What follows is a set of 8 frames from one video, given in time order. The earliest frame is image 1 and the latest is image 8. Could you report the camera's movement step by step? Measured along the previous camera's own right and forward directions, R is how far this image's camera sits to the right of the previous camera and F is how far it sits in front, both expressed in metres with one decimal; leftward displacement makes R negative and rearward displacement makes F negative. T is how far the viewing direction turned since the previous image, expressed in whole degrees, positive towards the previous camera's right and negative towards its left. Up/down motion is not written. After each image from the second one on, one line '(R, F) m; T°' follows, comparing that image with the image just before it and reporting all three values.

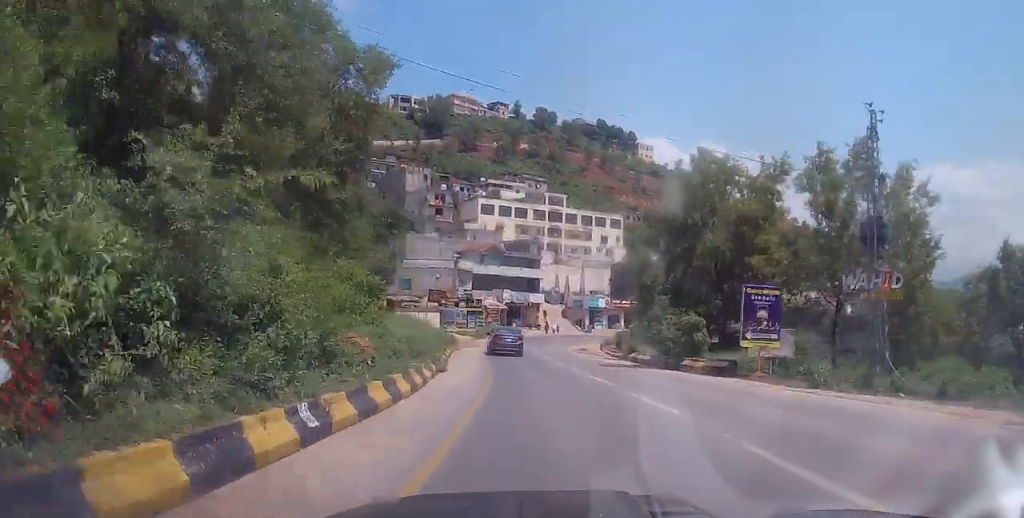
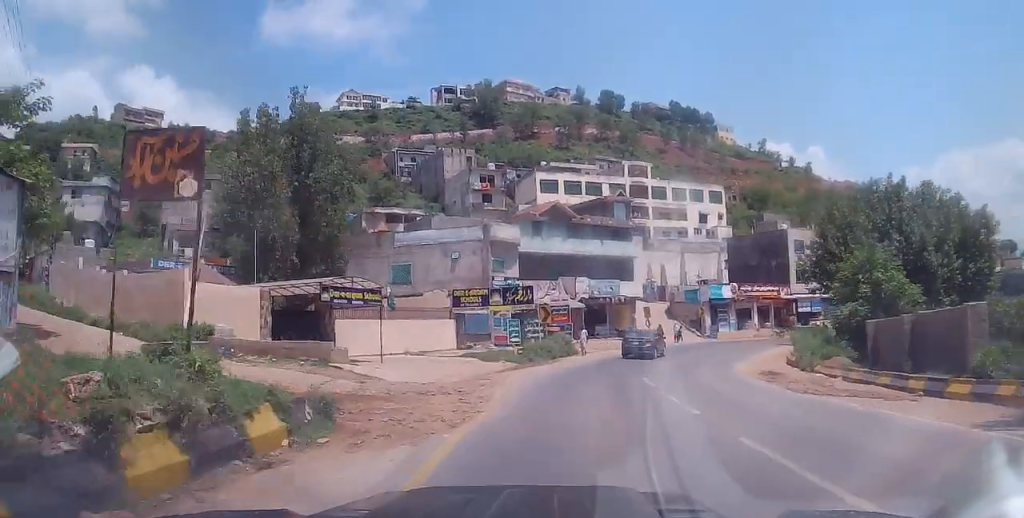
(-1.5, +32.7) m; -5°
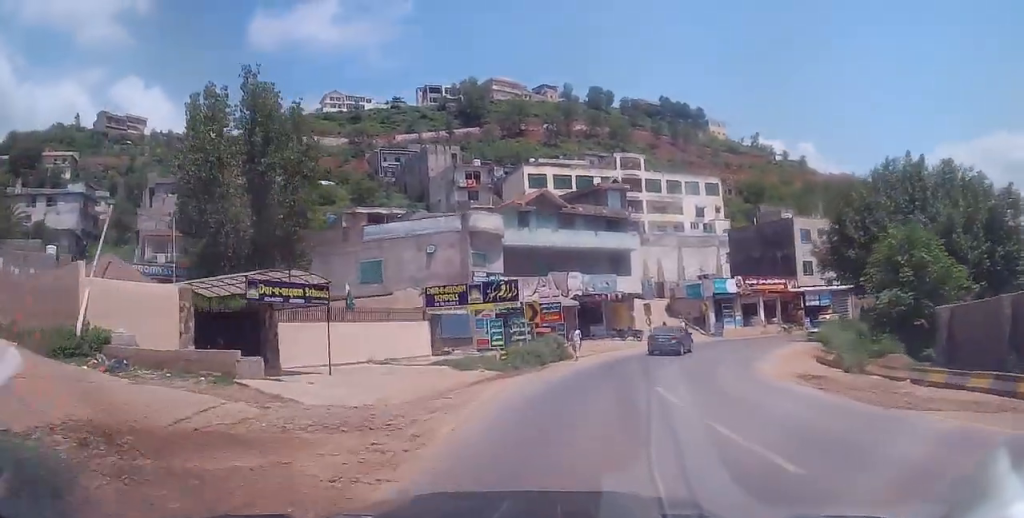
(-0.2, +4.8) m; +1°
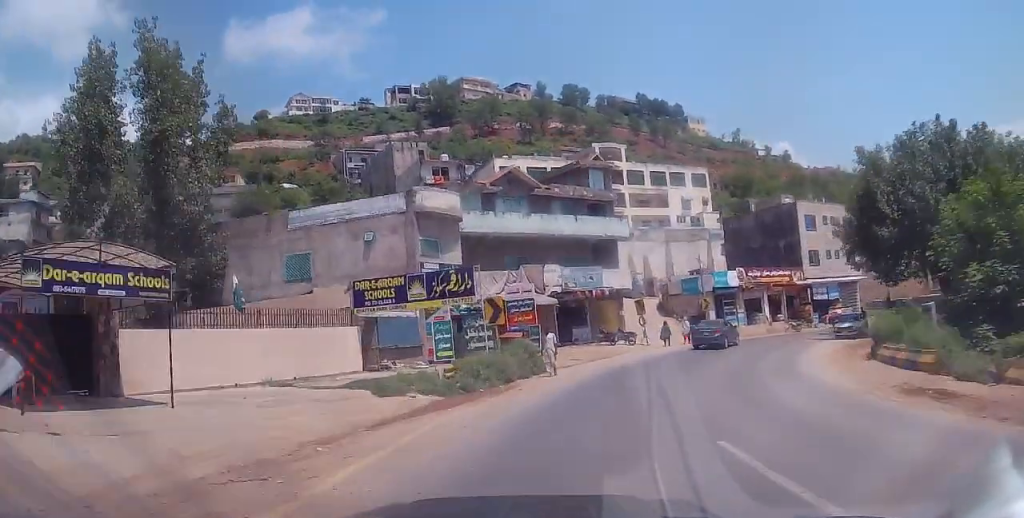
(+0.3, +7.7) m; +1°
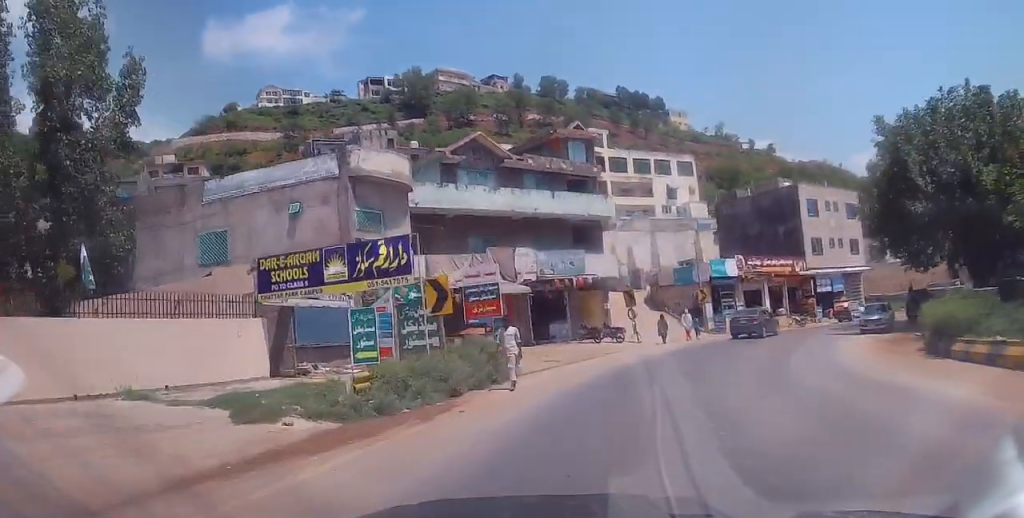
(+0.2, +5.9) m; +2°
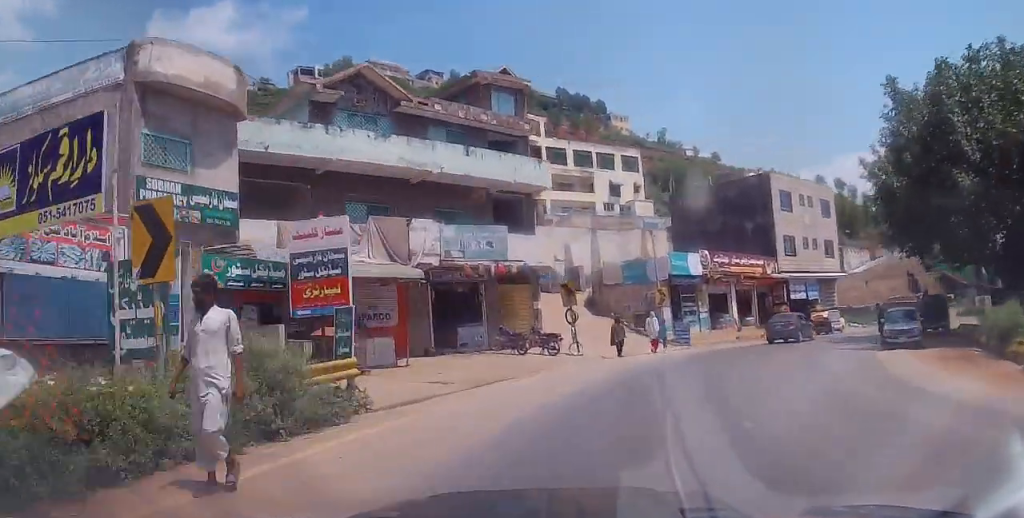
(-0.3, +8.8) m; +5°
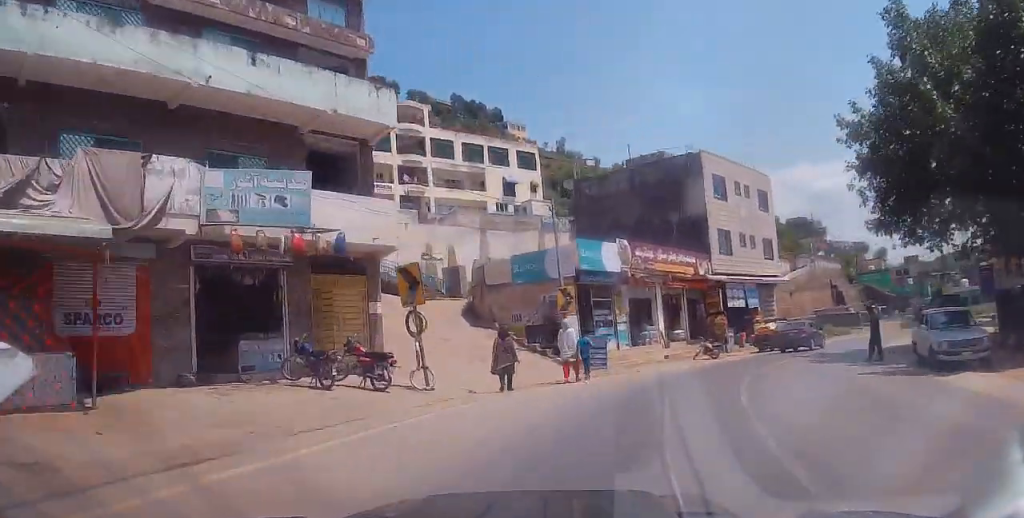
(+1.1, +9.5) m; +10°
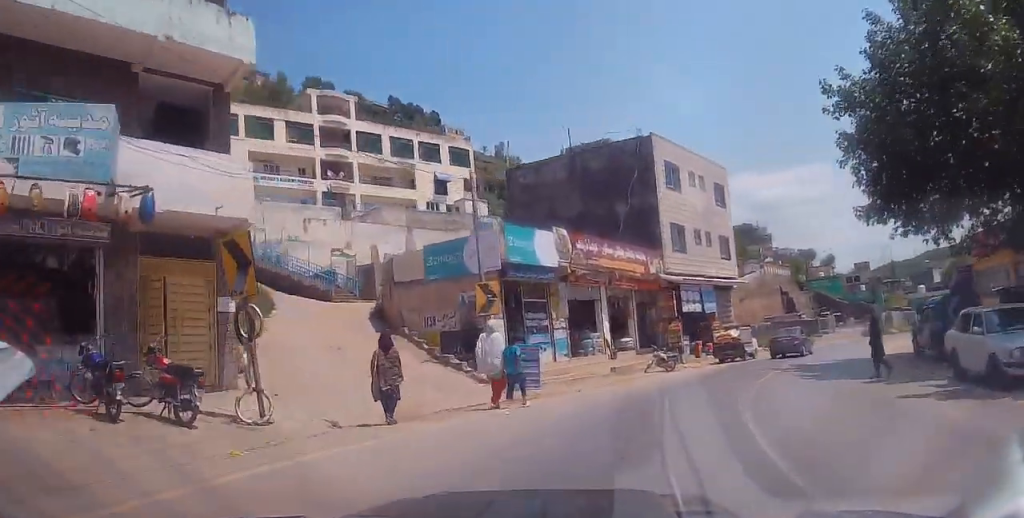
(+0.2, +4.8) m; +5°
